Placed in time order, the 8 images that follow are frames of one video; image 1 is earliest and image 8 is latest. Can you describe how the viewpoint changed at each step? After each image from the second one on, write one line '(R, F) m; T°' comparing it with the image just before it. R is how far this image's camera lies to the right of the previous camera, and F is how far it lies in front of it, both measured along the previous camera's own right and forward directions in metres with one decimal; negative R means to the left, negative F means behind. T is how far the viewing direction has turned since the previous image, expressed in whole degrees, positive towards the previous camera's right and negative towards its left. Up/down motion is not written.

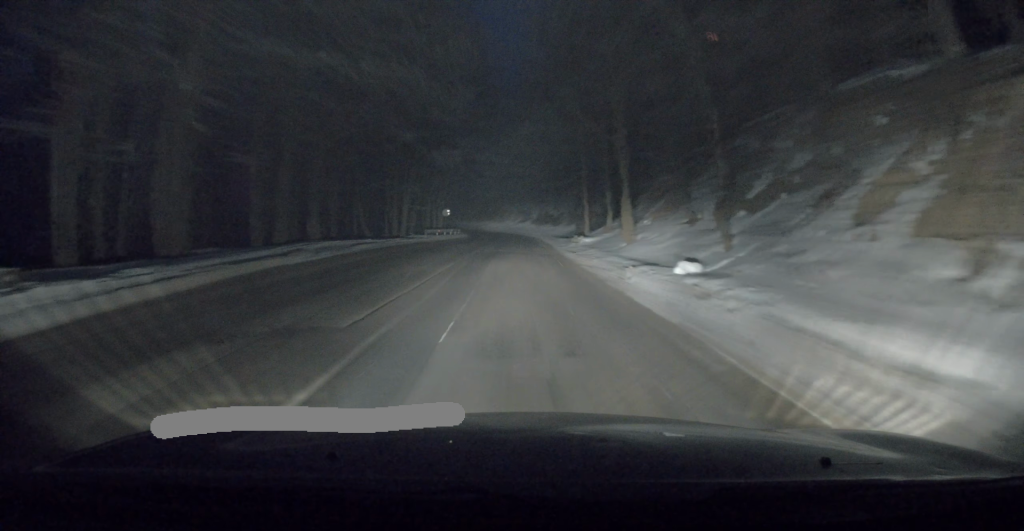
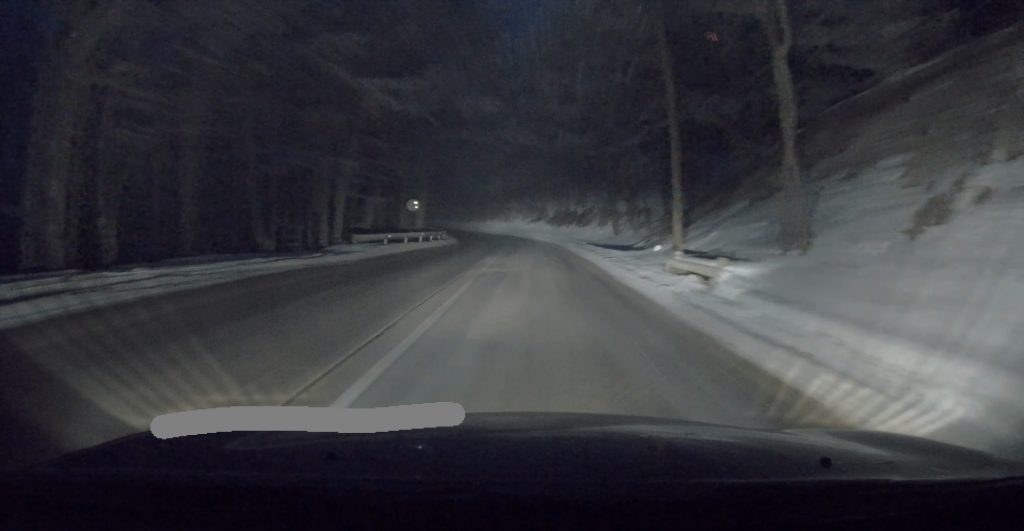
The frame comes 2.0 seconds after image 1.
(-1.9, +19.6) m; -6°
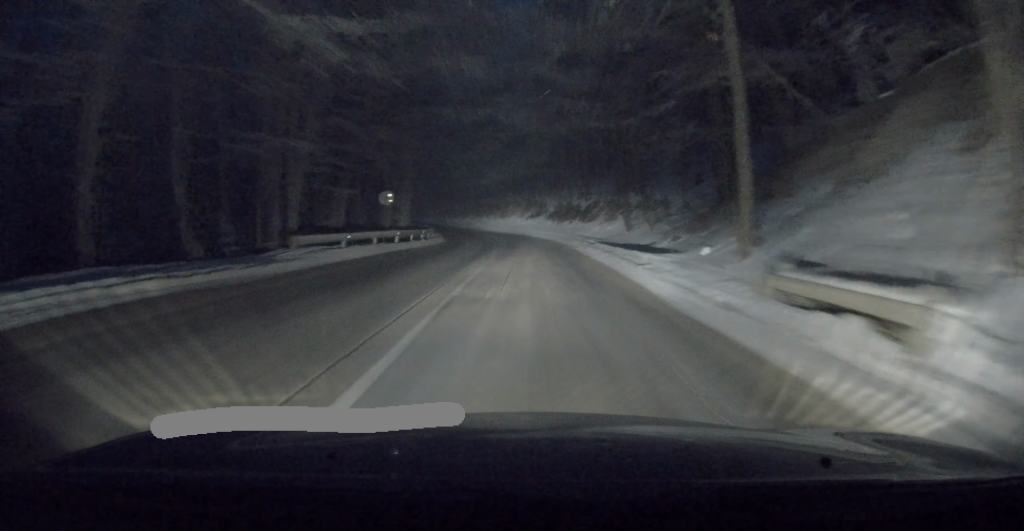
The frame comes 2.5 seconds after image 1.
(+0.3, +5.9) m; 0°
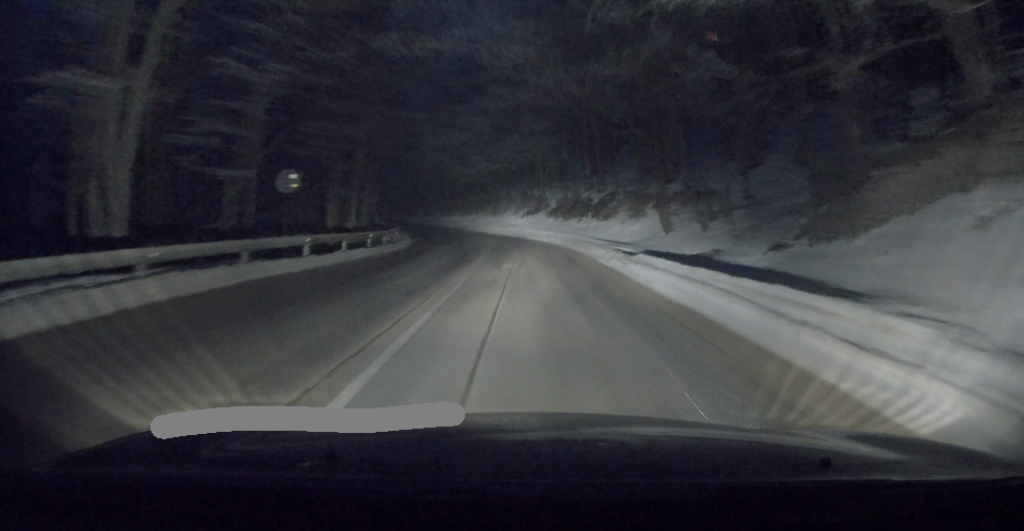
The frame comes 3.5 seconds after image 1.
(-0.3, +11.1) m; -2°
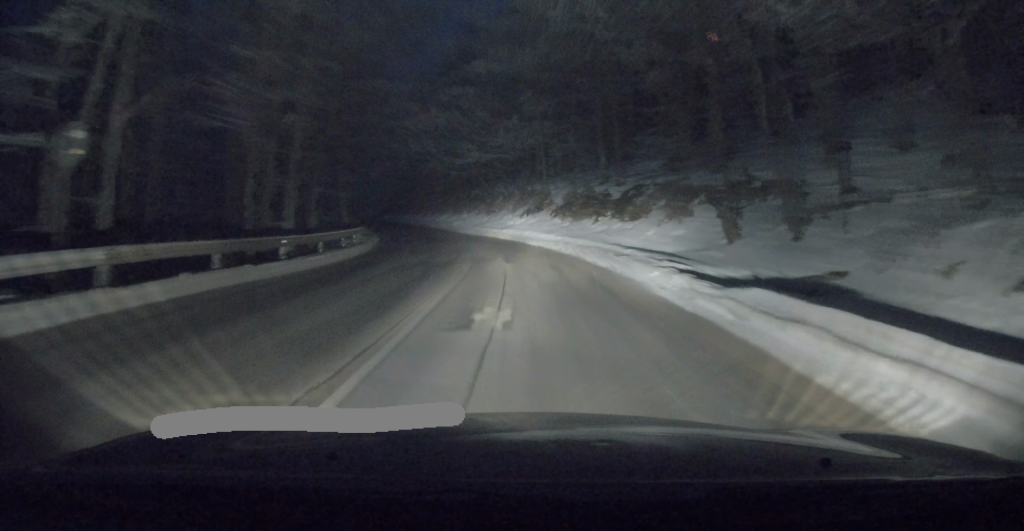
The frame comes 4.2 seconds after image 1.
(0.0, +8.8) m; +1°
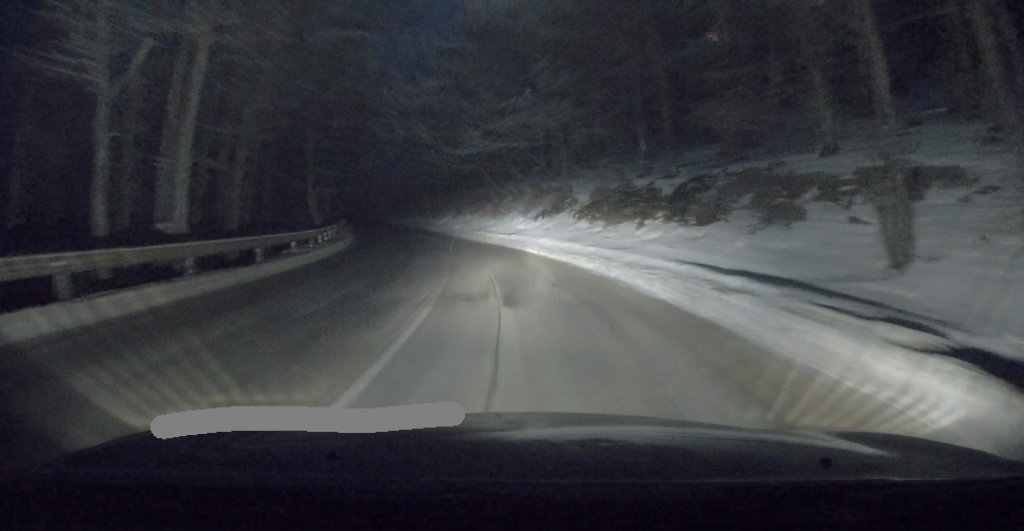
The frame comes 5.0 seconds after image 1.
(+0.2, +8.7) m; +2°
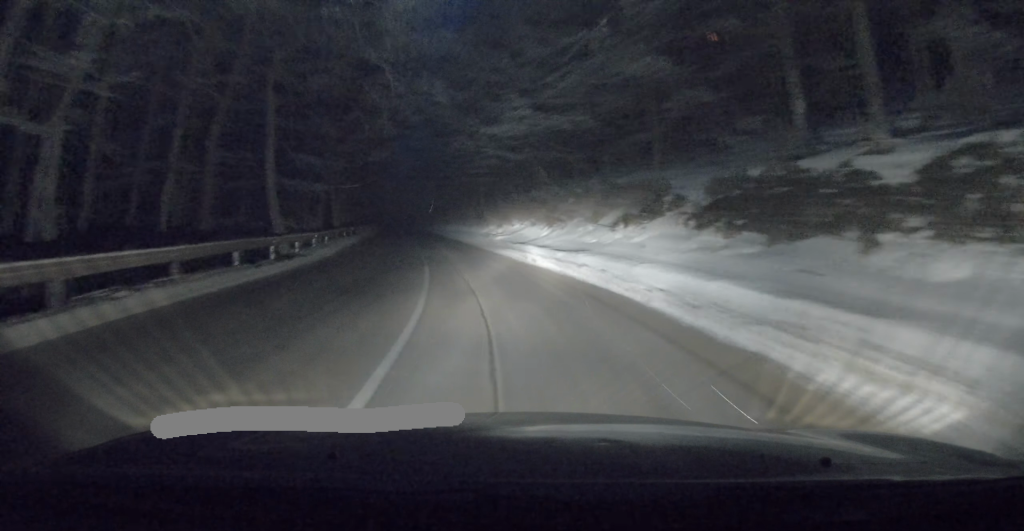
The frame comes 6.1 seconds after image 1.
(+0.2, +12.2) m; 0°
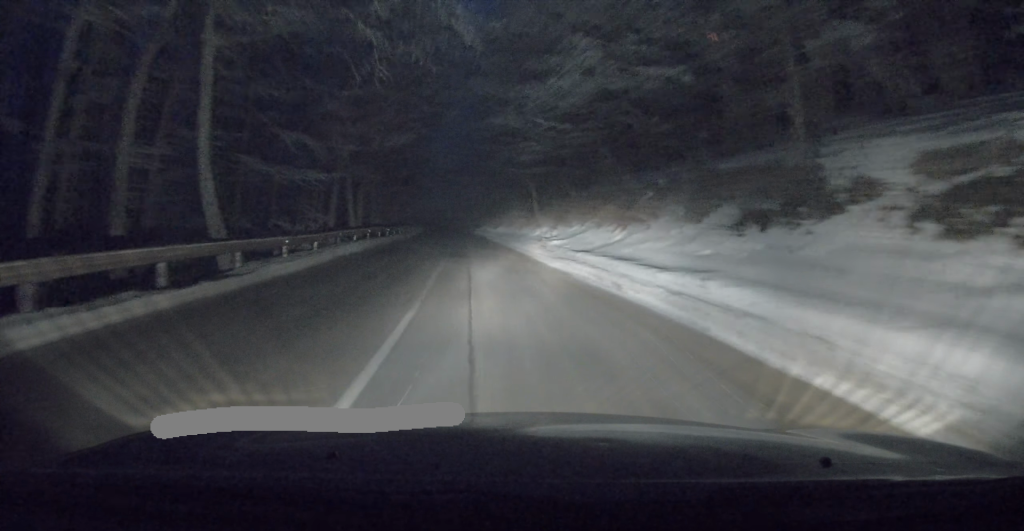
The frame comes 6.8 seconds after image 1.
(-0.2, +8.7) m; -1°
